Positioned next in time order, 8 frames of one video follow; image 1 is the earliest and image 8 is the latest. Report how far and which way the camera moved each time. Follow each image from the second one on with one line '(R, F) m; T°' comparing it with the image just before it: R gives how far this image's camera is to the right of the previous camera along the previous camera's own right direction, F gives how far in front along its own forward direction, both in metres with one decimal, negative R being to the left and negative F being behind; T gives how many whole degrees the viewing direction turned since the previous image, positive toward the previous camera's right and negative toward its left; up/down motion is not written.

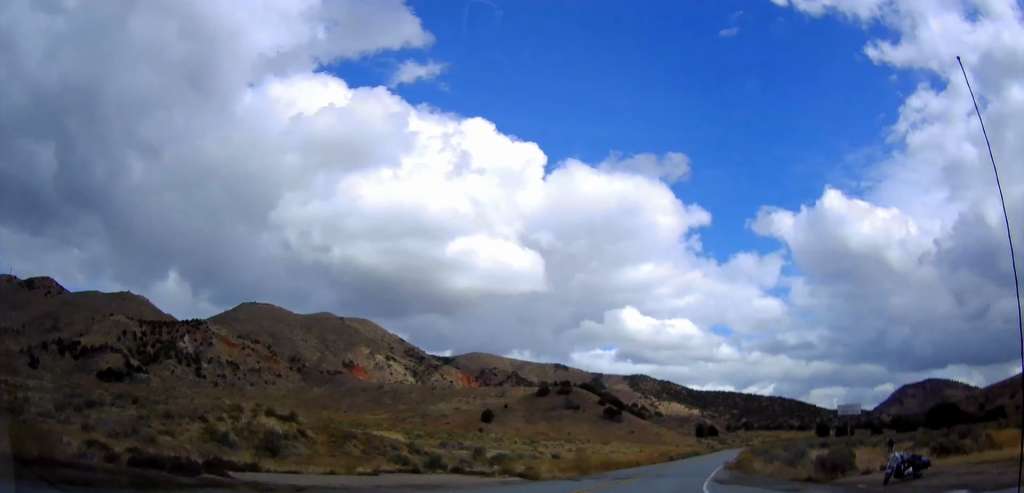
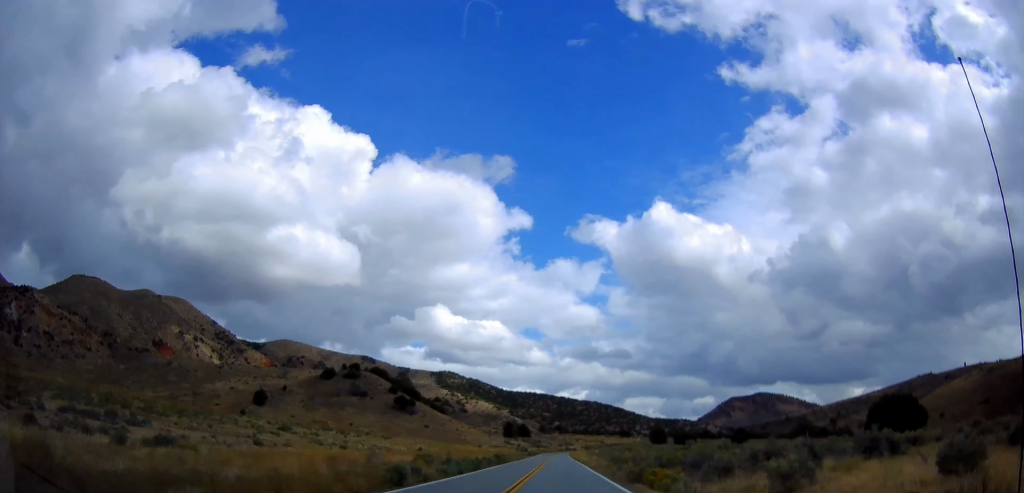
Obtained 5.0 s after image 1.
(+10.7, +49.8) m; +13°
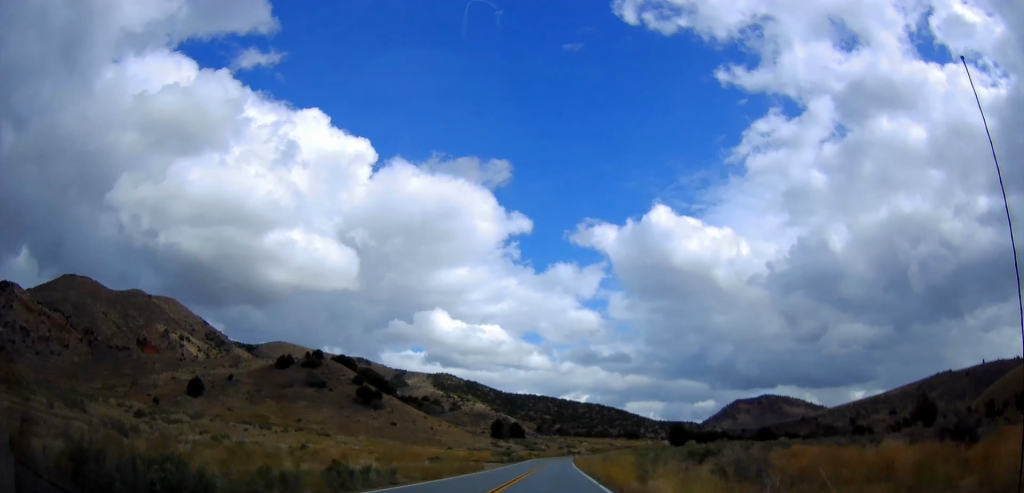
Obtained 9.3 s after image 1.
(+0.4, +57.7) m; +2°
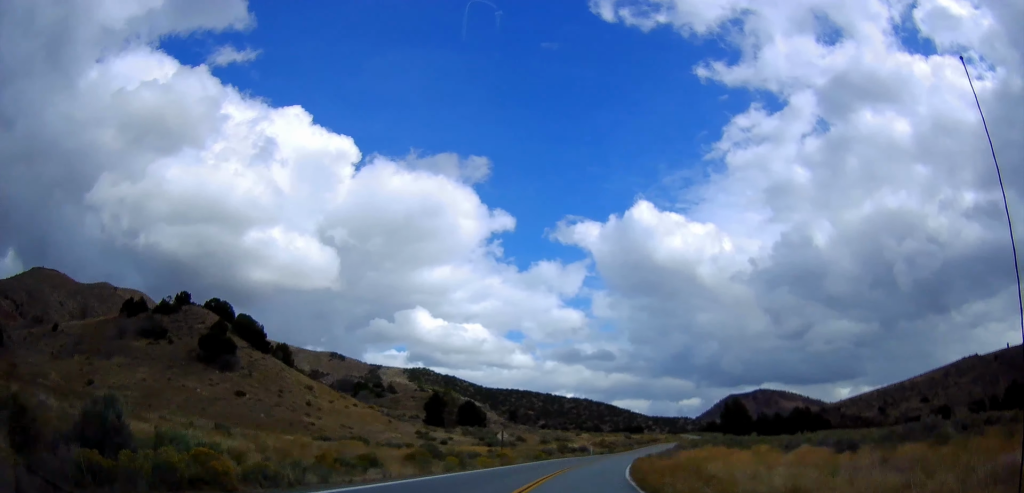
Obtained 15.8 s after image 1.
(+3.4, +98.3) m; +8°
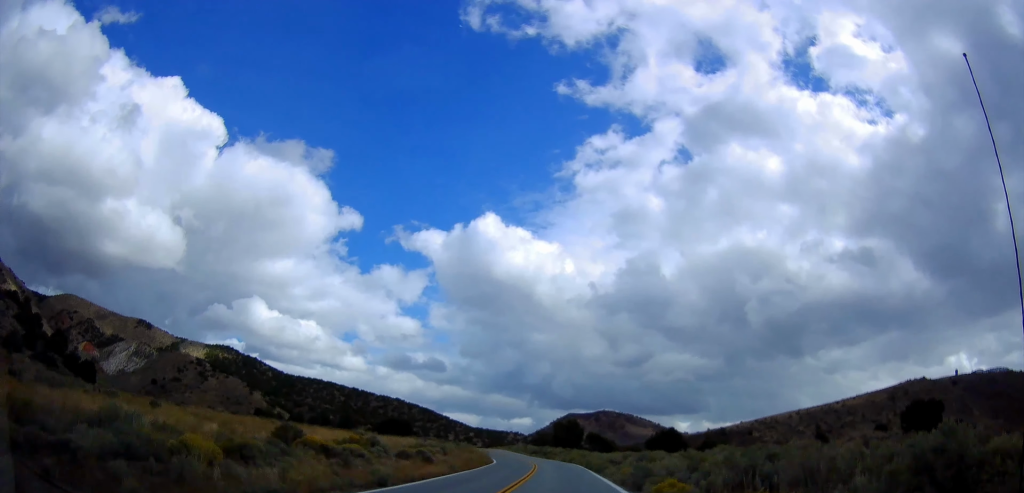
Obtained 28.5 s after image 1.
(+22.8, +199.7) m; +4°
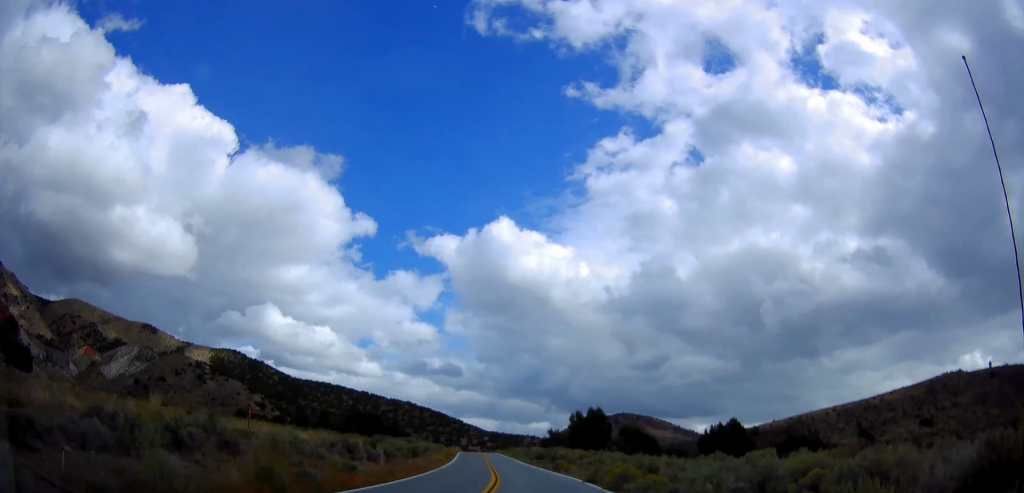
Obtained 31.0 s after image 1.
(-2.1, +39.2) m; -2°
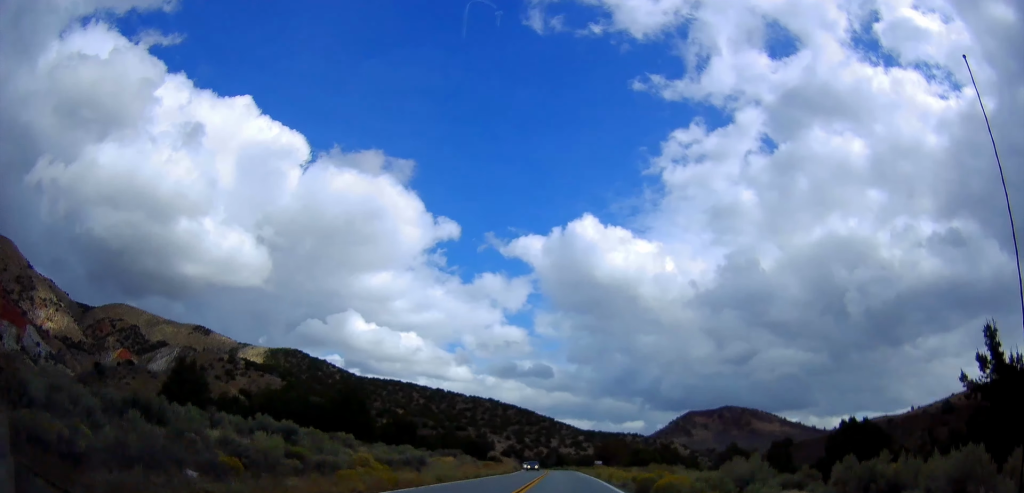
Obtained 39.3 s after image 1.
(-7.5, +125.0) m; -4°
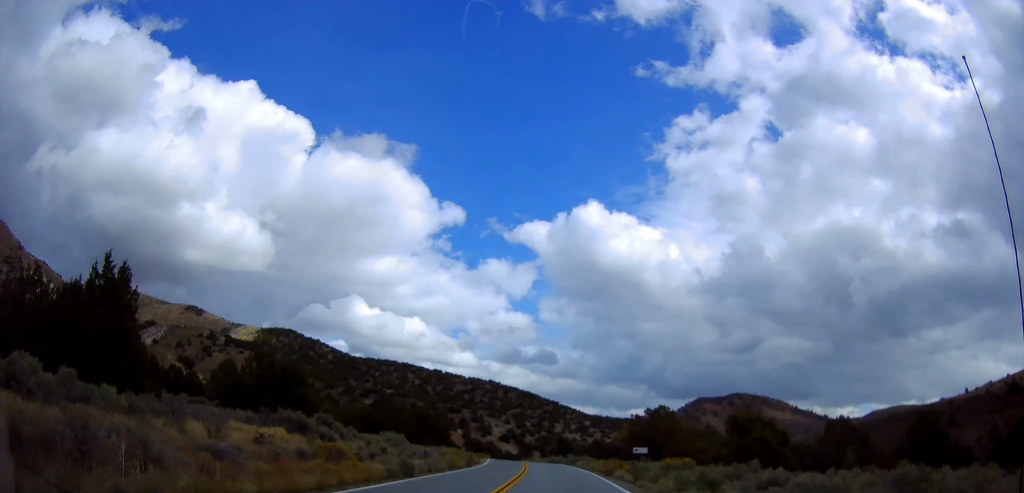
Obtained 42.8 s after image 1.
(-0.2, +37.0) m; 0°
